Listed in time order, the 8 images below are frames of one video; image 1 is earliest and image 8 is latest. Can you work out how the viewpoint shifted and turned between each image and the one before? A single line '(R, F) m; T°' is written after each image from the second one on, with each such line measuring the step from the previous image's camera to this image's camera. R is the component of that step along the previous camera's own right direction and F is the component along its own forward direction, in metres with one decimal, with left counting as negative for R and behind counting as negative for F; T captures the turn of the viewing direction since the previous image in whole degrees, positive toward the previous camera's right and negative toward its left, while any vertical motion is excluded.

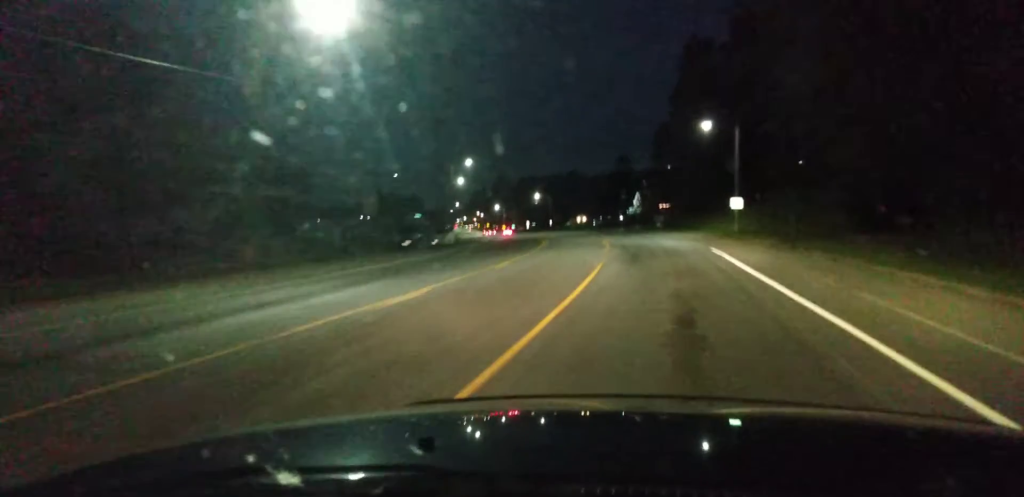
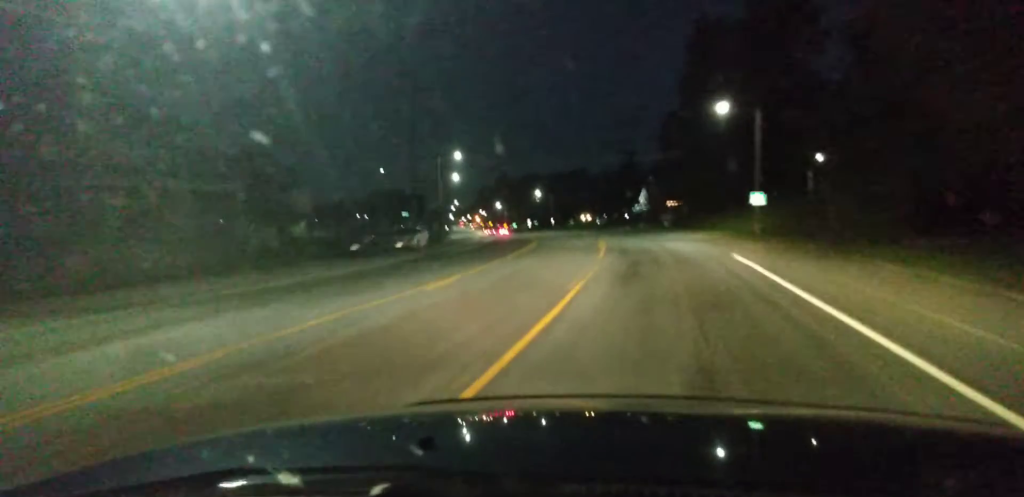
(0.0, +7.8) m; 0°
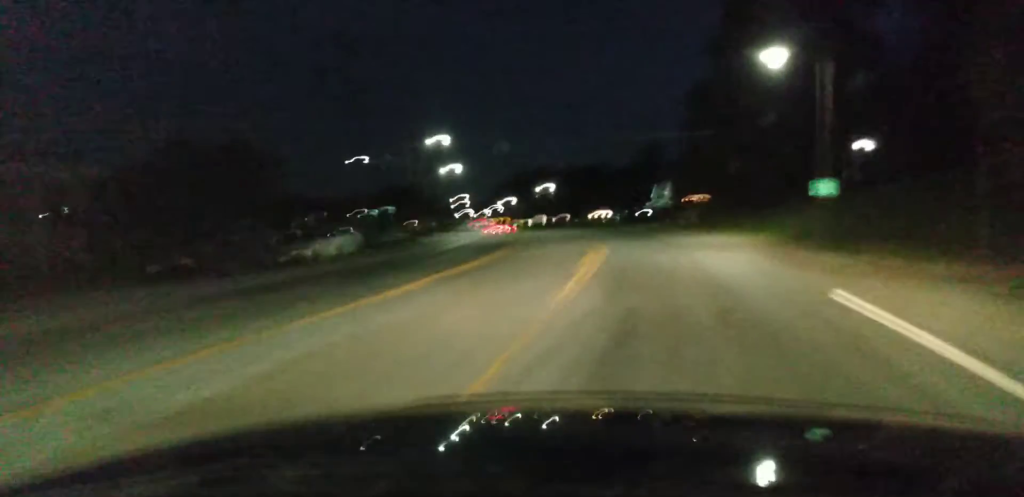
(+0.1, +15.6) m; -1°
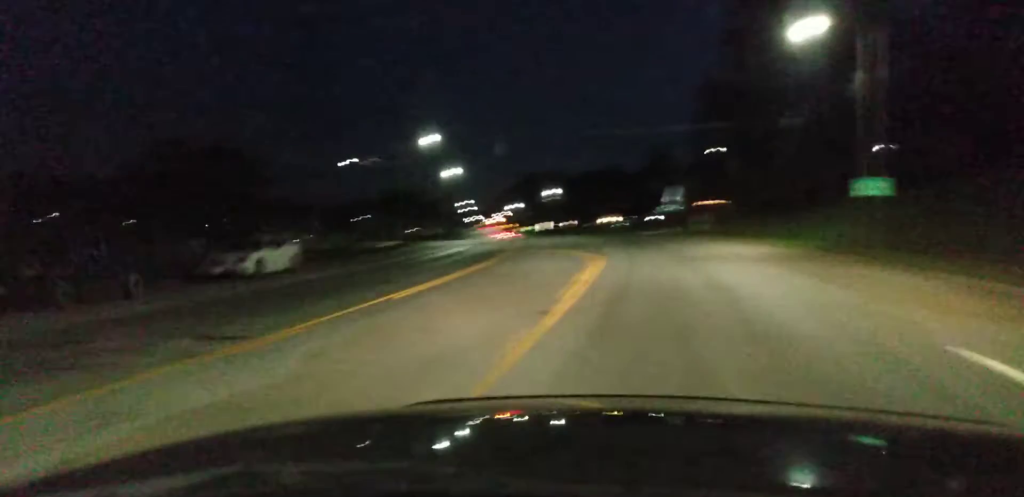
(-0.1, +6.9) m; -1°
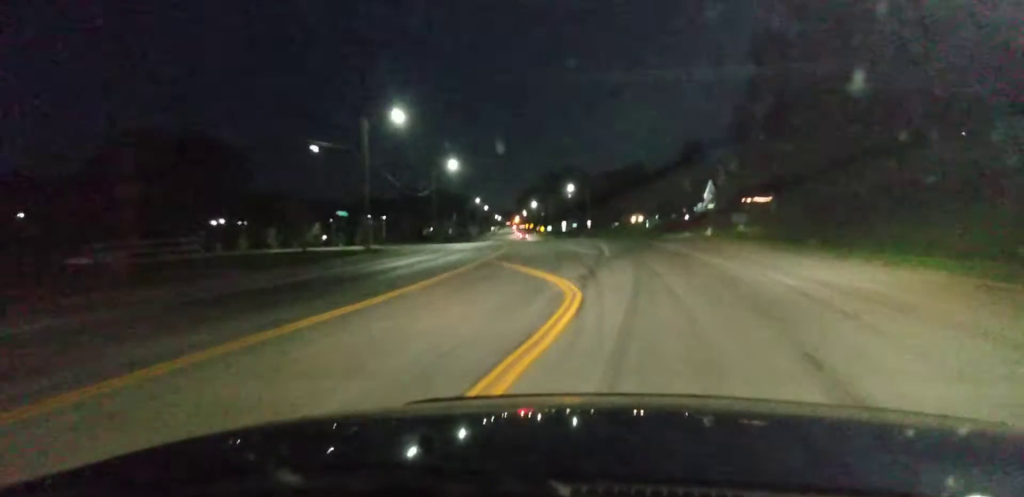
(-0.4, +15.5) m; -2°
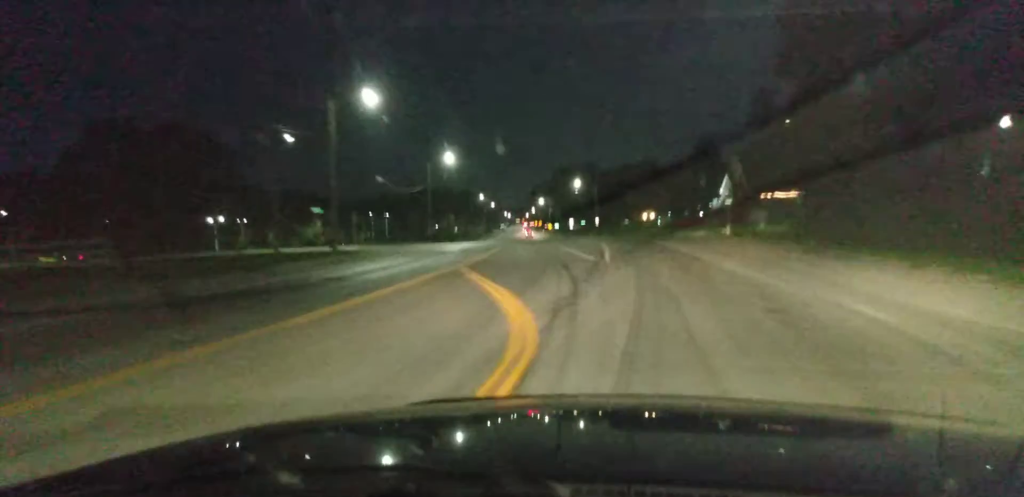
(-0.2, +7.7) m; -1°
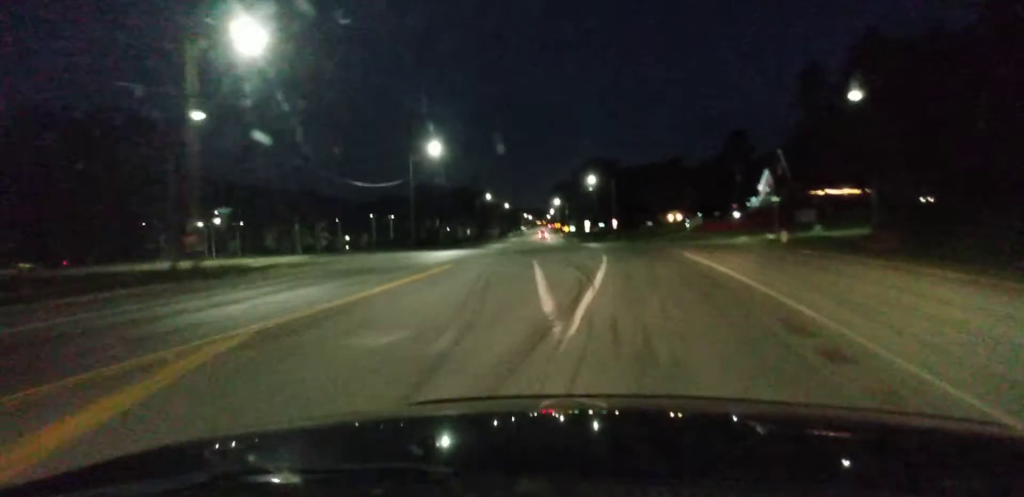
(+0.2, +16.9) m; -3°
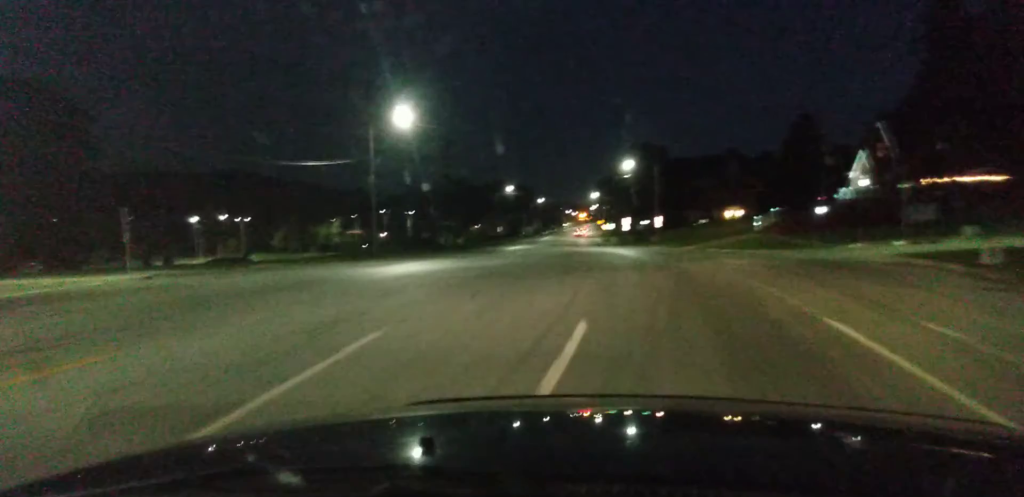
(-1.3, +24.6) m; -3°
